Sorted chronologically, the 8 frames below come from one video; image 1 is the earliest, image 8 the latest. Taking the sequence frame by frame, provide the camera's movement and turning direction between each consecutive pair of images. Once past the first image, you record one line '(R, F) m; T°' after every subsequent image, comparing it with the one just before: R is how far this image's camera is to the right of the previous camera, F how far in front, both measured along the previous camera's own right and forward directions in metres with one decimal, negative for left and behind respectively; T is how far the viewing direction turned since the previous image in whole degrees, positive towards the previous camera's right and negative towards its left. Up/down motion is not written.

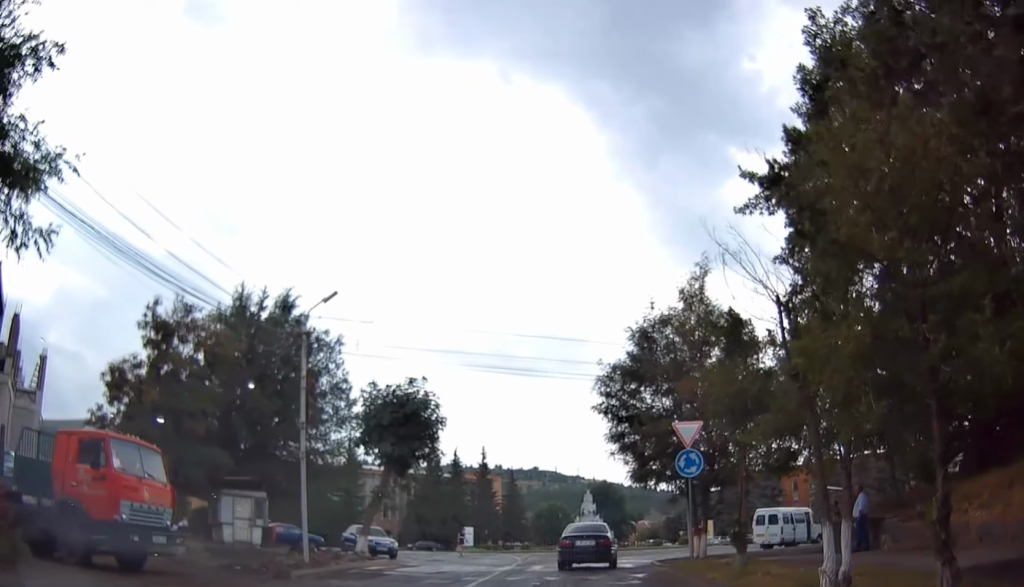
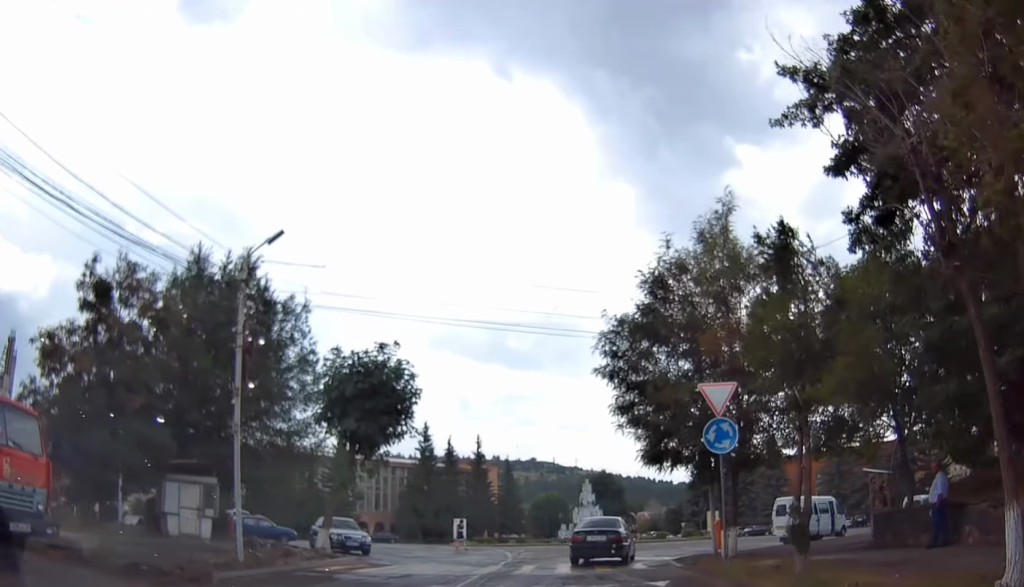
(0.0, +3.9) m; +1°
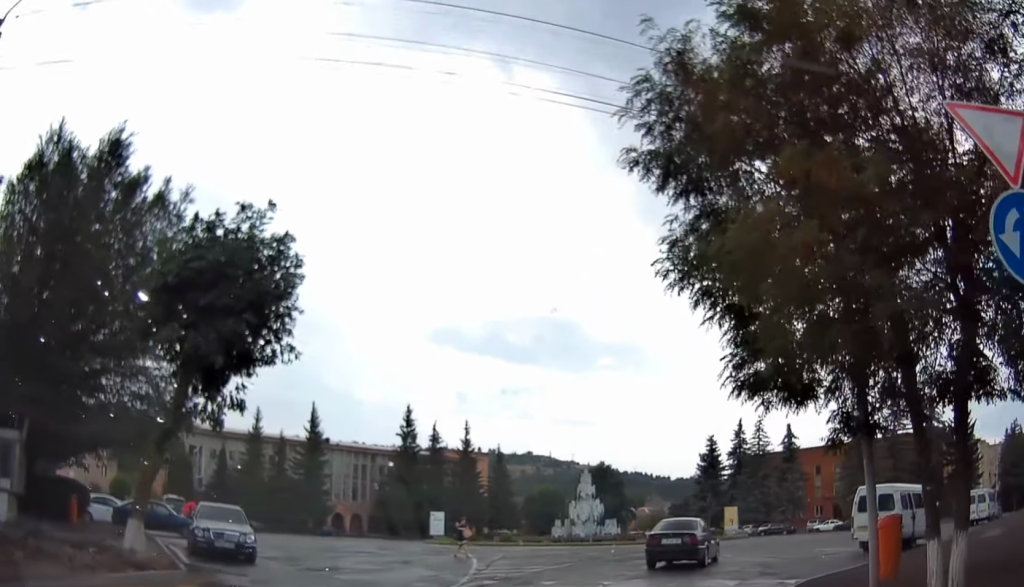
(+0.2, +9.7) m; +4°
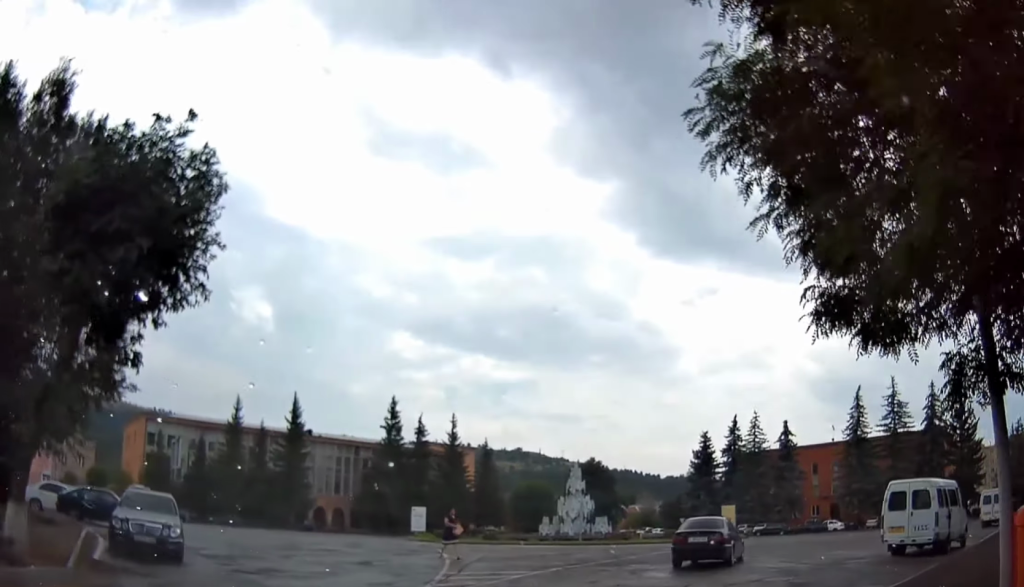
(+0.2, +3.0) m; 0°
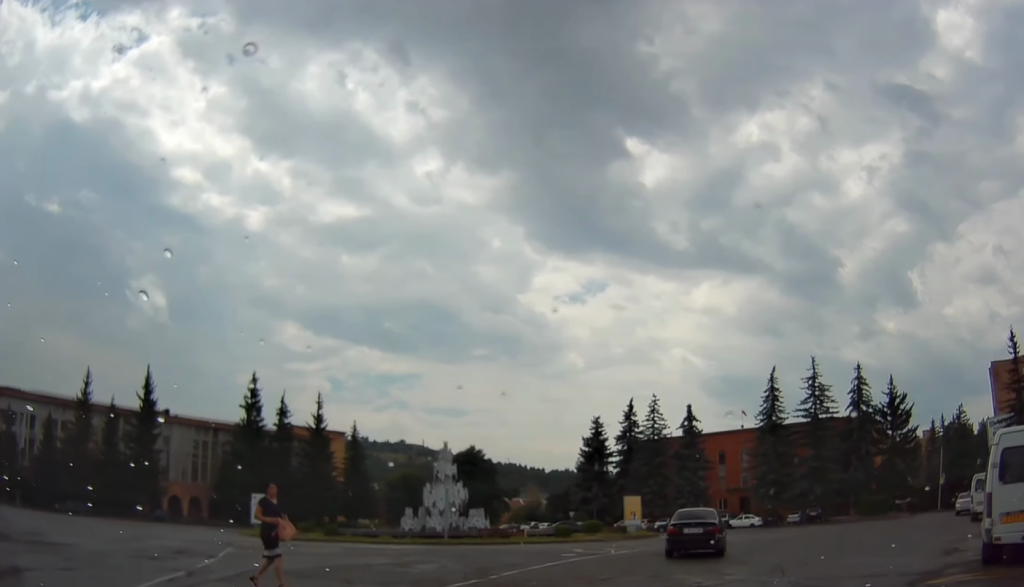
(-0.3, +9.9) m; 0°
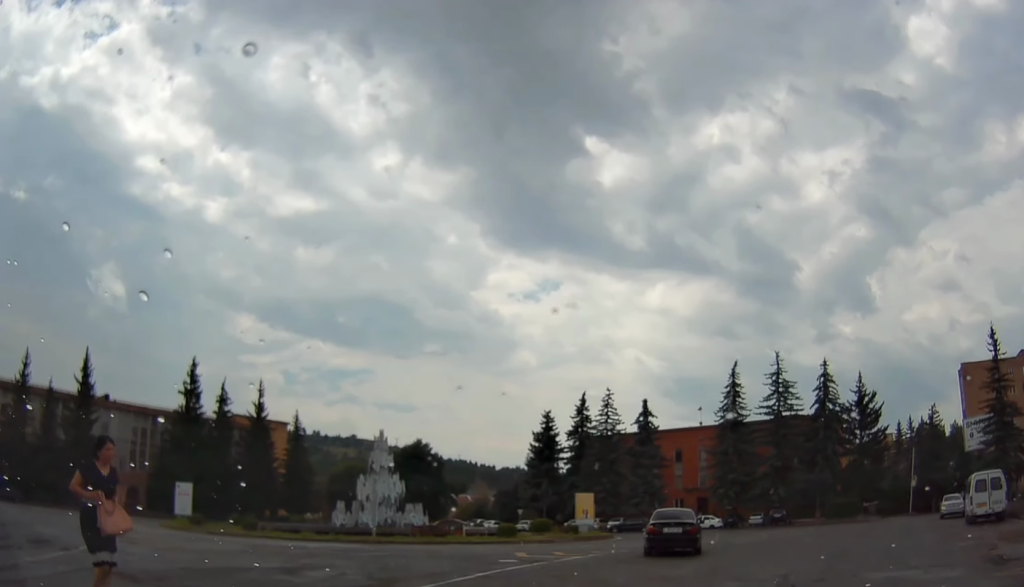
(-0.1, +4.1) m; +5°
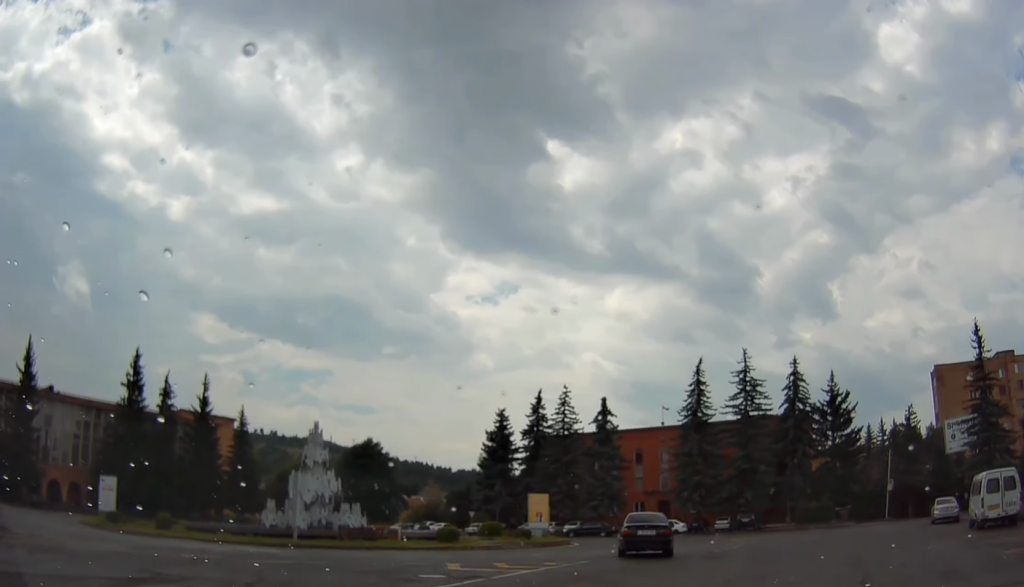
(+0.6, +4.2) m; +5°
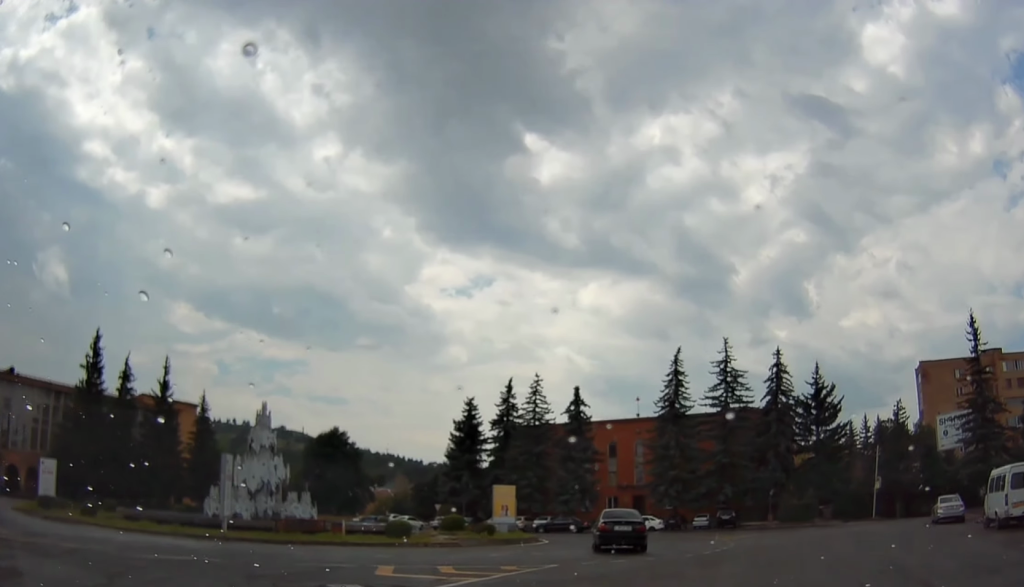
(+0.1, +3.6) m; +3°
